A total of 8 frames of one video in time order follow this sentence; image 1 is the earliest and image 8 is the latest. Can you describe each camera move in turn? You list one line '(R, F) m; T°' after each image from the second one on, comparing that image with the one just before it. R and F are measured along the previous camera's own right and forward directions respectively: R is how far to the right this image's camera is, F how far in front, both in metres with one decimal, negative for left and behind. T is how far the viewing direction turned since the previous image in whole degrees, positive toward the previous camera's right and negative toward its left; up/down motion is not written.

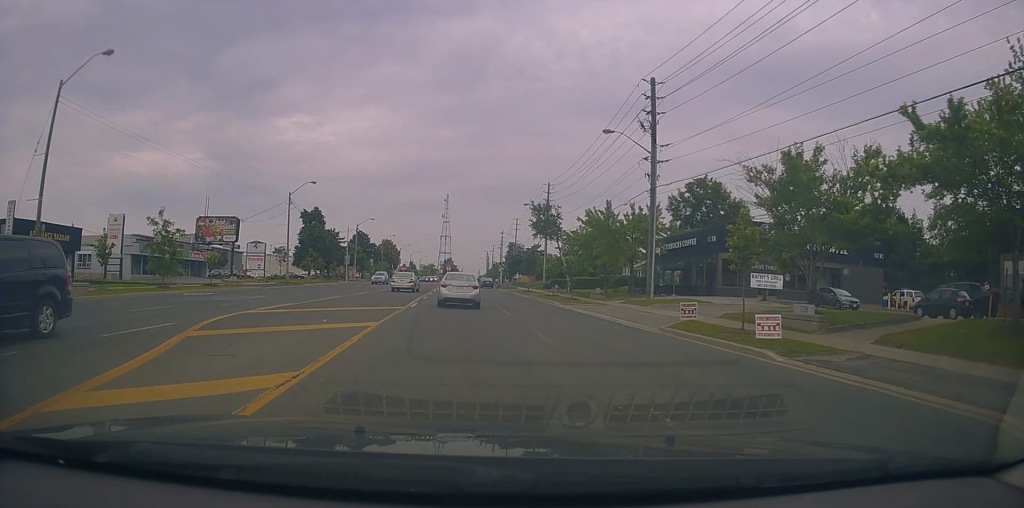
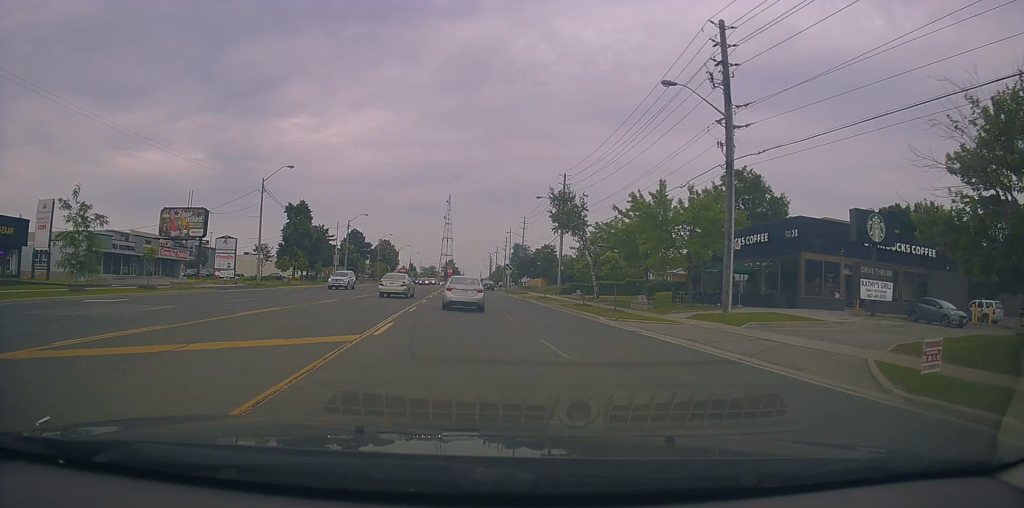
(-0.1, +10.3) m; -1°
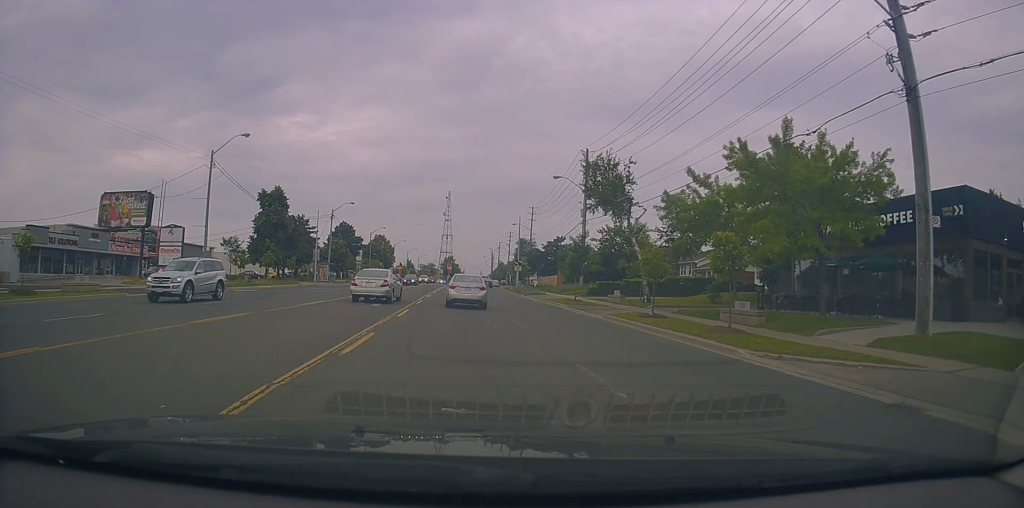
(-0.2, +12.3) m; +1°
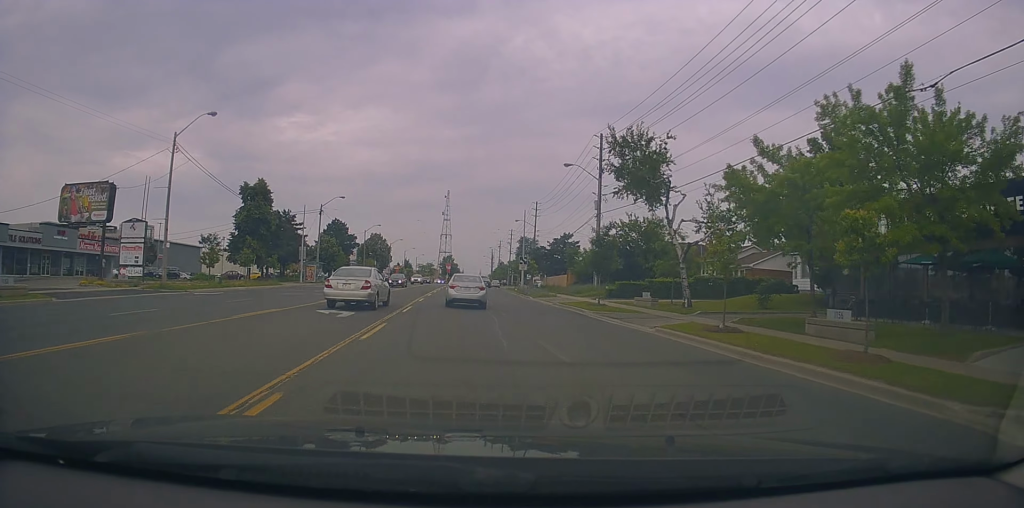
(+0.1, +6.3) m; +2°
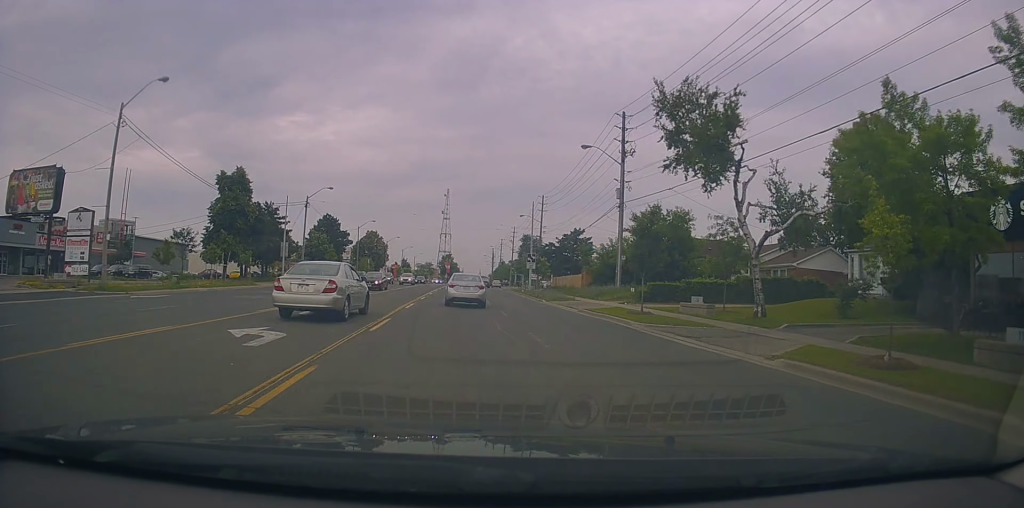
(+0.2, +7.0) m; 0°
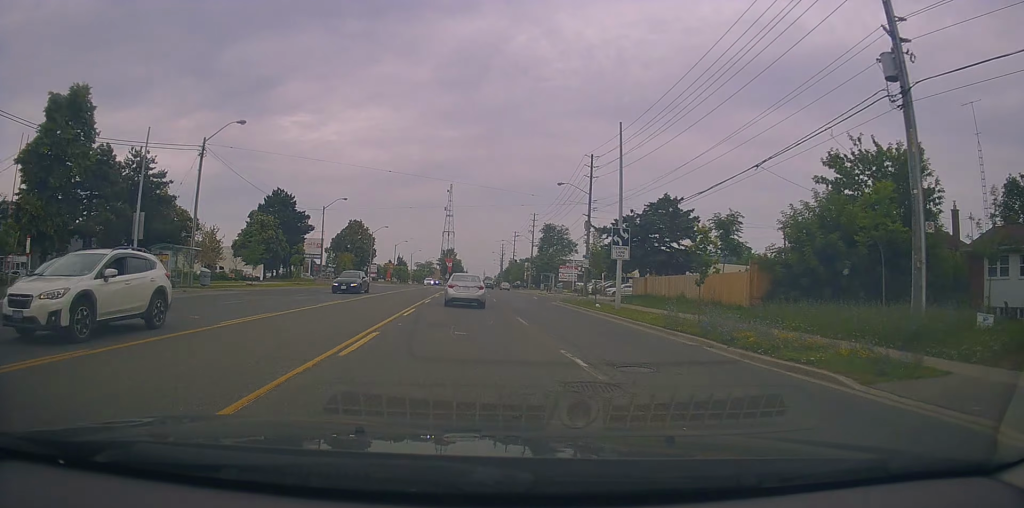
(-0.5, +30.2) m; -1°
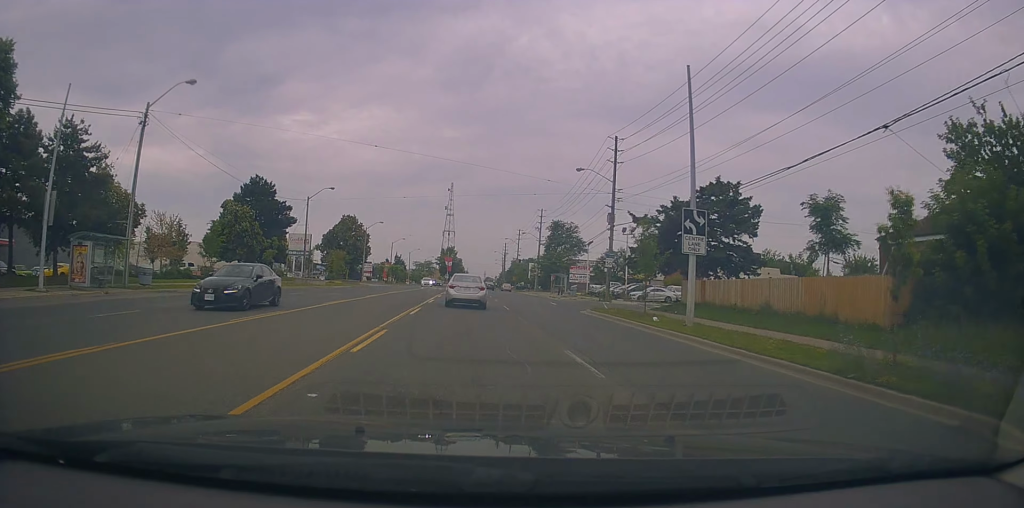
(-0.1, +8.2) m; -1°
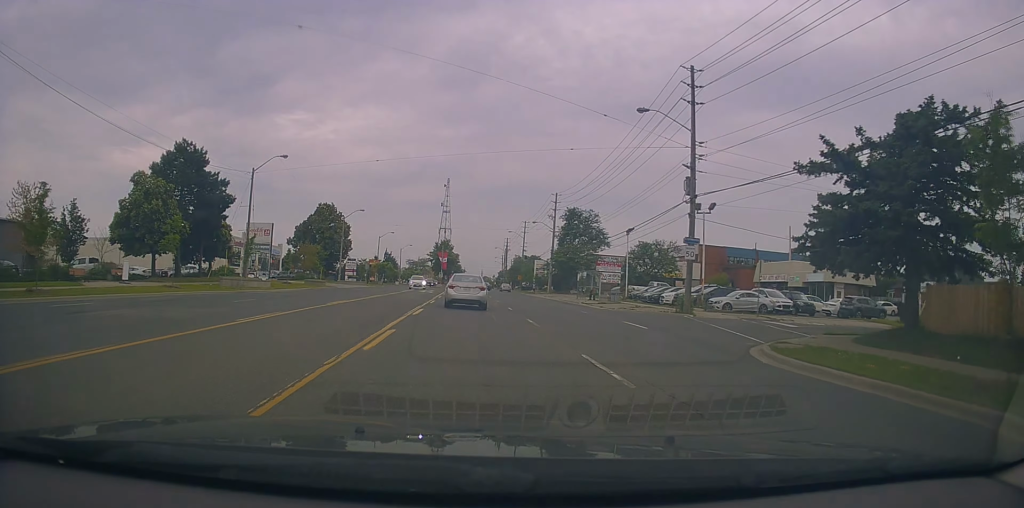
(-0.6, +17.8) m; +1°
